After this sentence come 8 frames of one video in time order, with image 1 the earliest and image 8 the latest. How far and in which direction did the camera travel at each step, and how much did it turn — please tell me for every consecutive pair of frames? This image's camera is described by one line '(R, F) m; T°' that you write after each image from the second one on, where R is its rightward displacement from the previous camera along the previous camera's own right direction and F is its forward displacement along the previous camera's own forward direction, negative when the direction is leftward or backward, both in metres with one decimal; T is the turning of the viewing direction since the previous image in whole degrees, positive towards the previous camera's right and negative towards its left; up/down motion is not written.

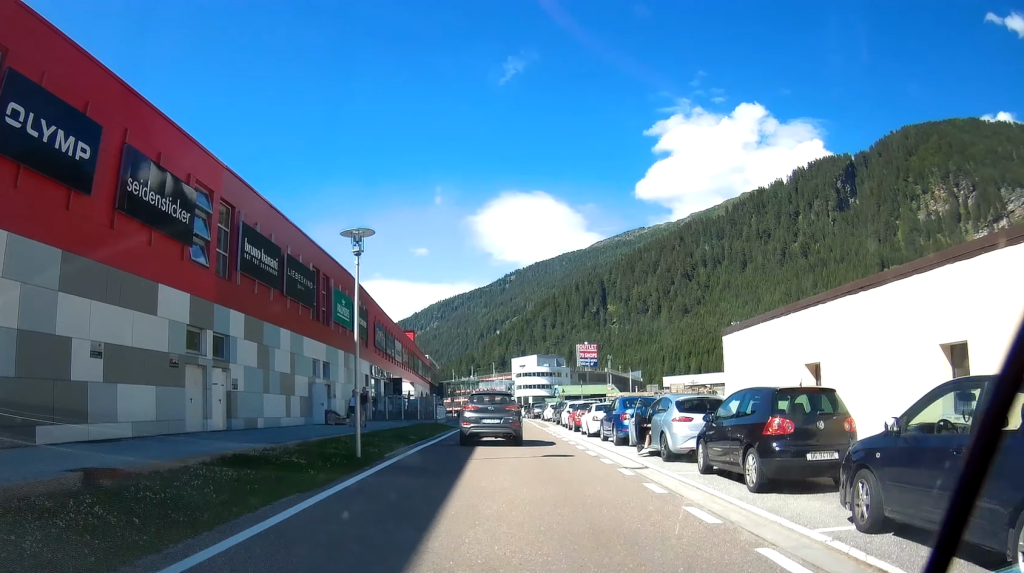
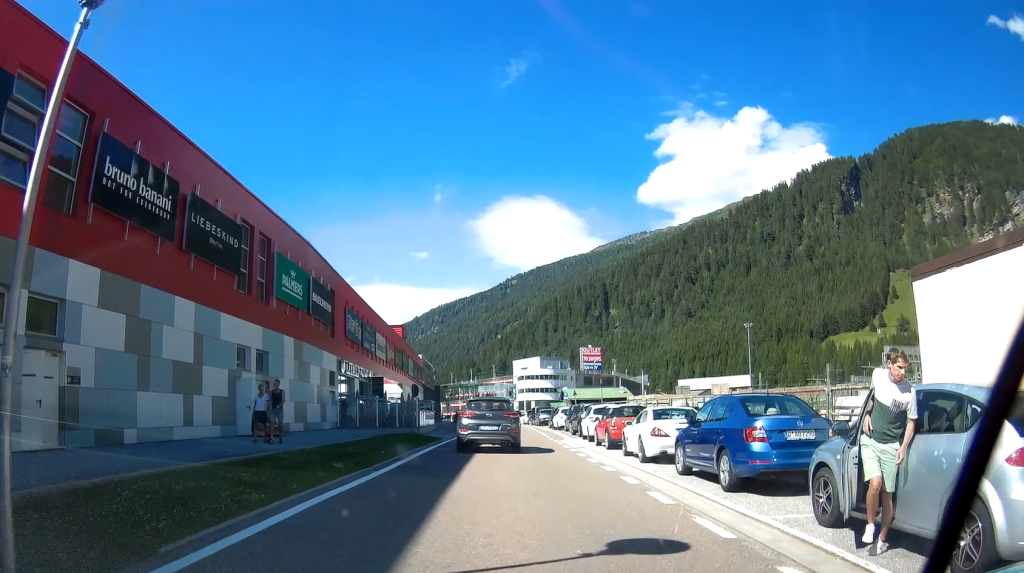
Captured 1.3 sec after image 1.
(0.0, +10.6) m; 0°
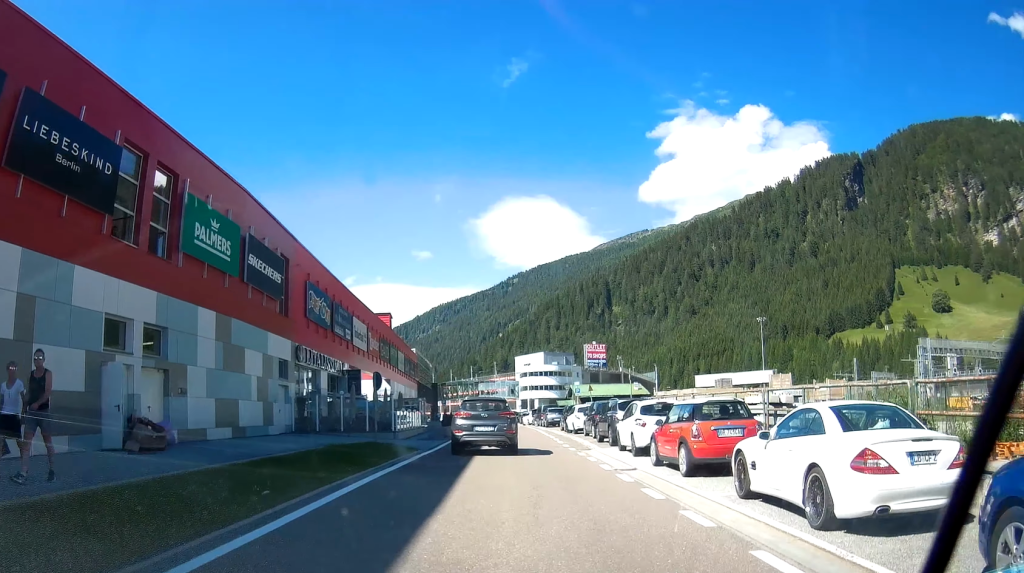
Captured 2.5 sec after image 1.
(0.0, +9.8) m; 0°
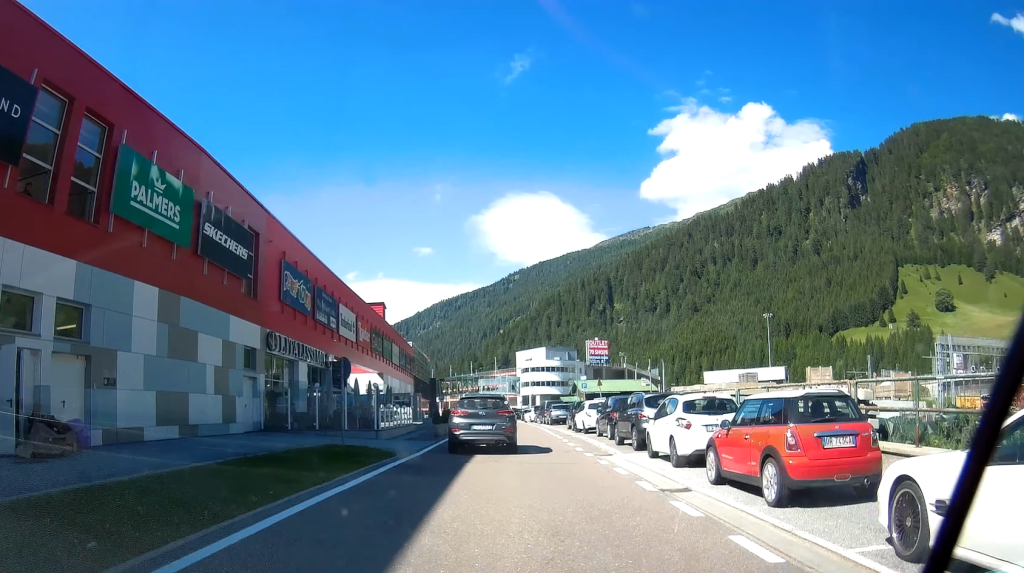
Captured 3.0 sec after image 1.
(0.0, +4.6) m; 0°
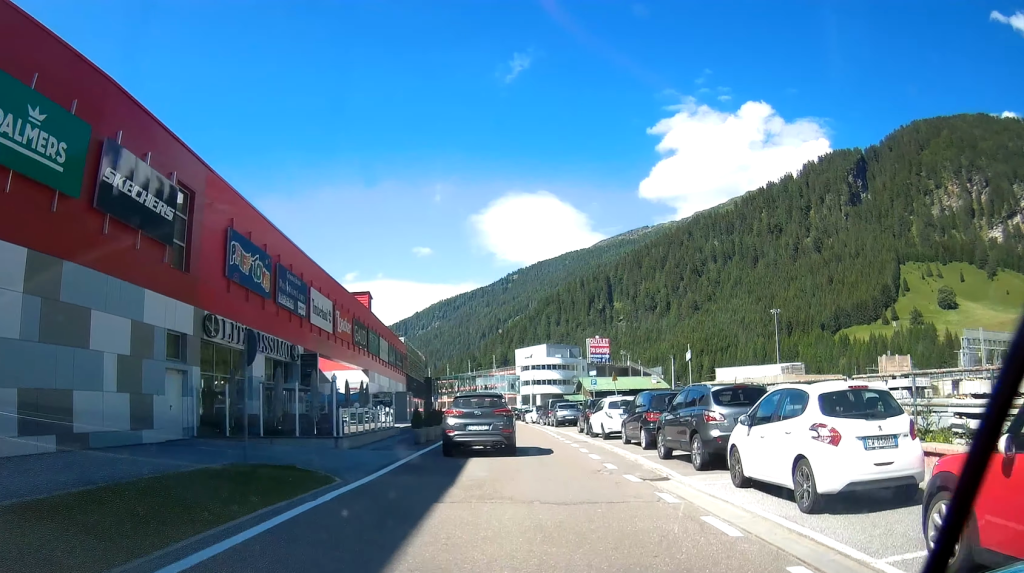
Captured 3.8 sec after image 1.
(0.0, +6.7) m; 0°
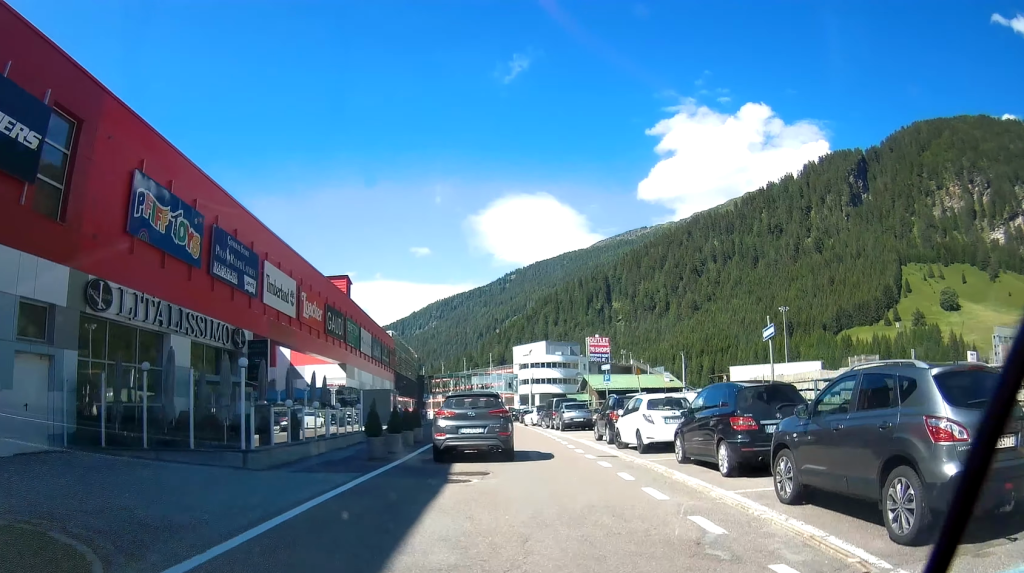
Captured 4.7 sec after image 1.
(0.0, +7.6) m; 0°
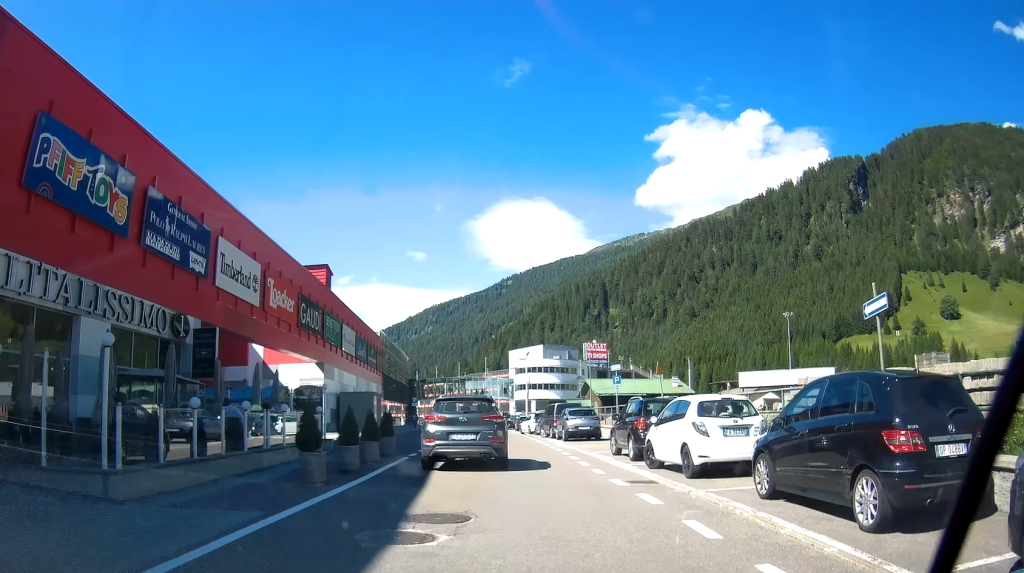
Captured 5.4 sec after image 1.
(0.0, +5.1) m; 0°
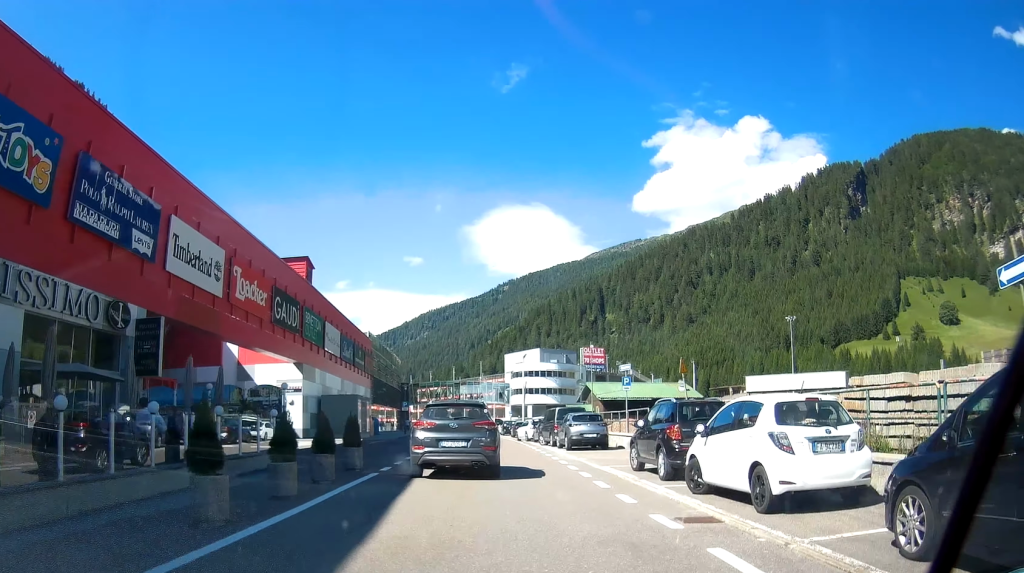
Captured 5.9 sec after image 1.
(0.0, +4.0) m; 0°
